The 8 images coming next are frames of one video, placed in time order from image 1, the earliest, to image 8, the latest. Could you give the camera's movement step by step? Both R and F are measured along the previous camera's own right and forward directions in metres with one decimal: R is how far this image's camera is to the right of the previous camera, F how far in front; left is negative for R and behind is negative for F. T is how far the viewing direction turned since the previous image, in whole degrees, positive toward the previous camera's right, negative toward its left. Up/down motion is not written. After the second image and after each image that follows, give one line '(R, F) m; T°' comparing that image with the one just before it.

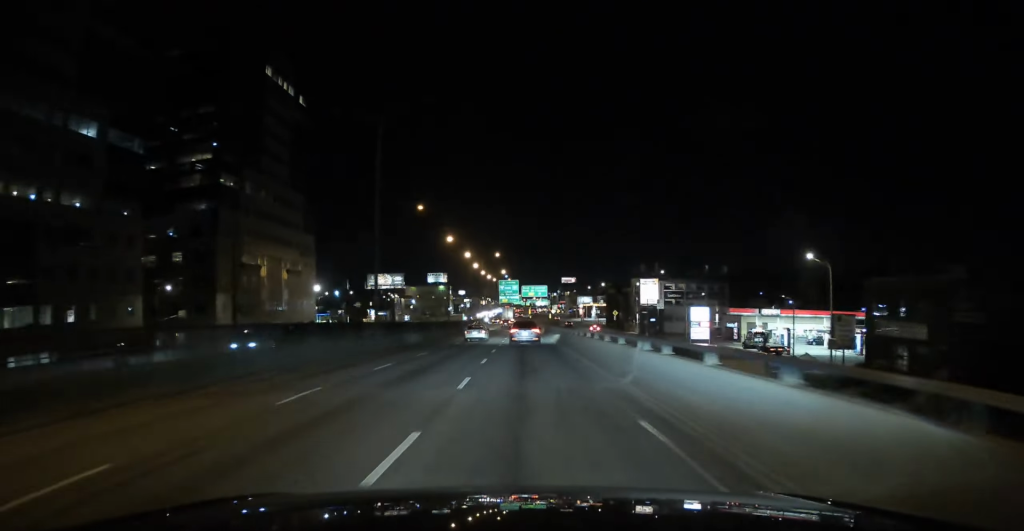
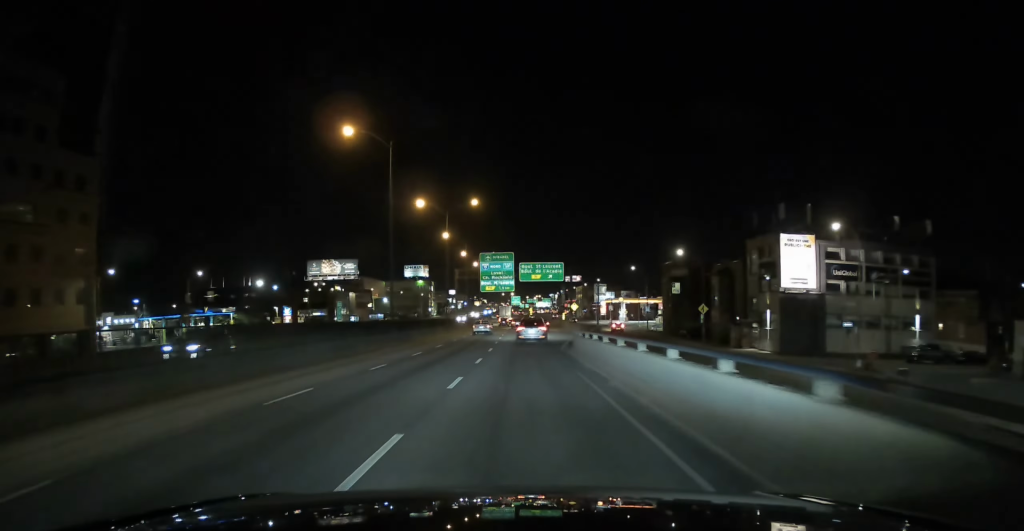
(0.0, +70.0) m; +1°
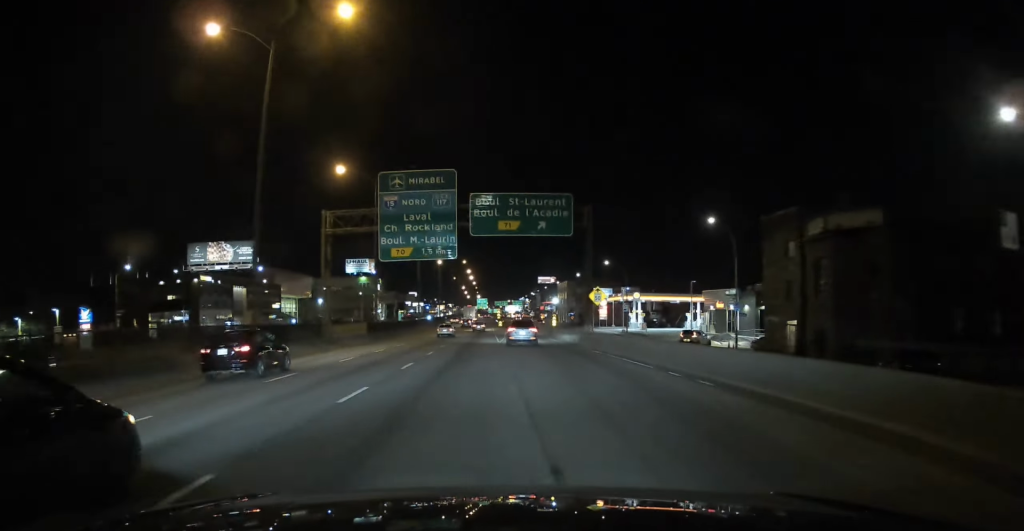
(+1.0, +55.0) m; +1°
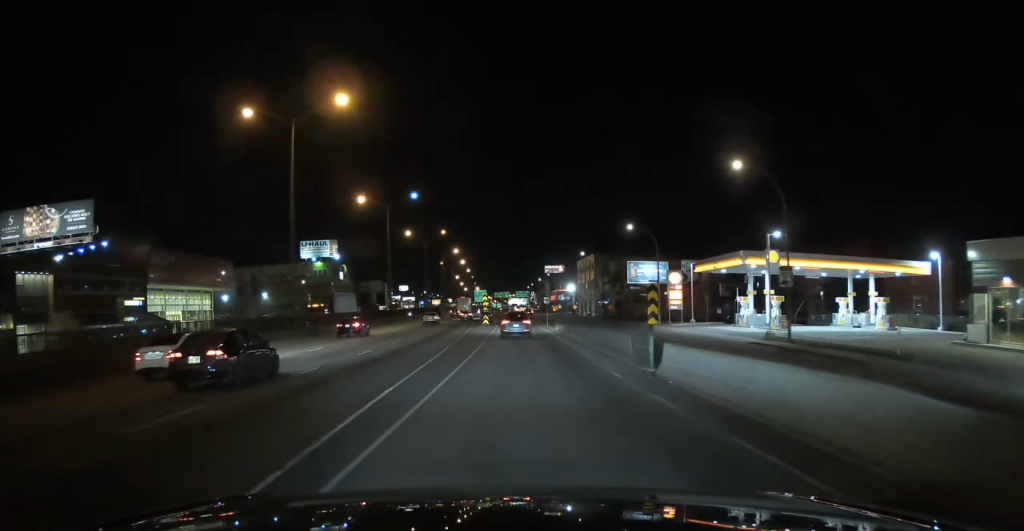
(+0.2, +56.9) m; 0°
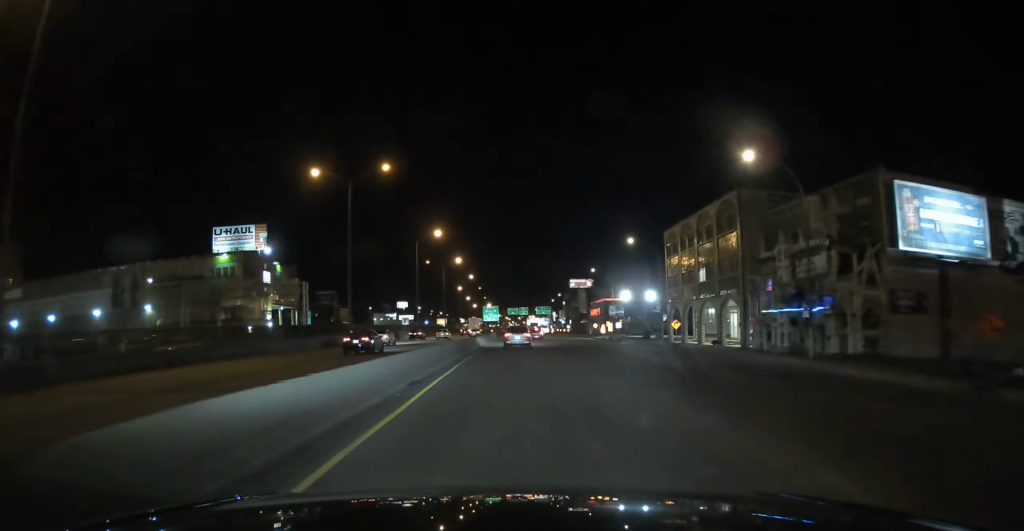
(-0.3, +72.0) m; -1°
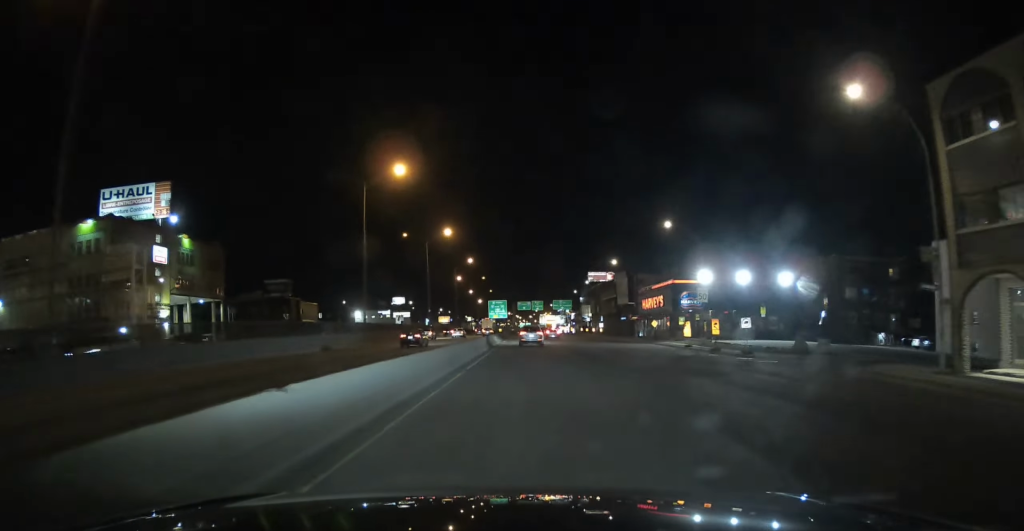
(-0.7, +44.6) m; -1°
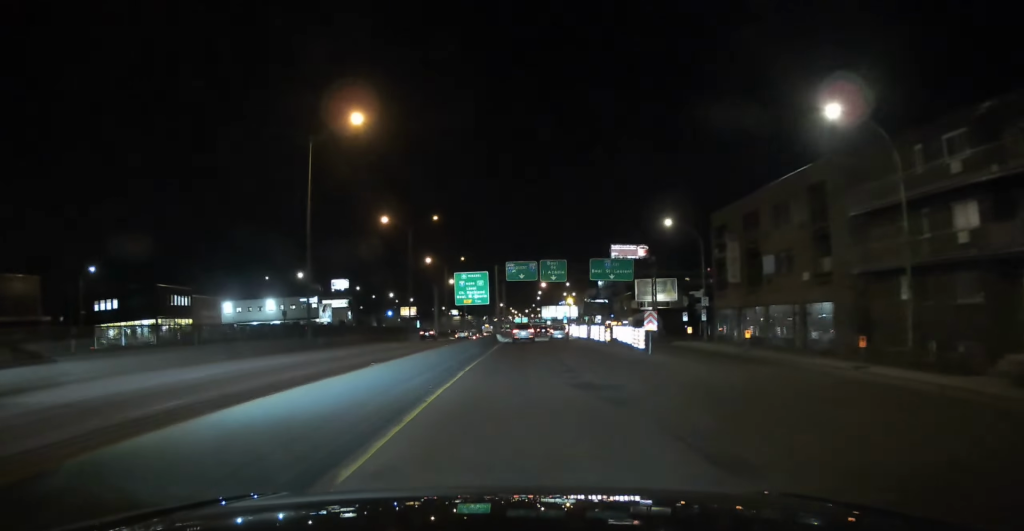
(-0.3, +100.4) m; 0°
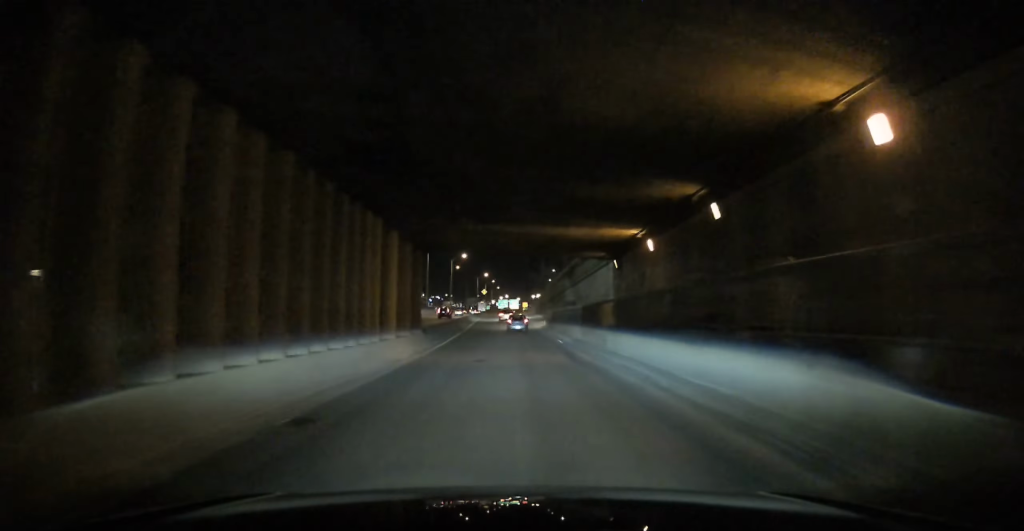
(+5.1, +260.5) m; 0°
